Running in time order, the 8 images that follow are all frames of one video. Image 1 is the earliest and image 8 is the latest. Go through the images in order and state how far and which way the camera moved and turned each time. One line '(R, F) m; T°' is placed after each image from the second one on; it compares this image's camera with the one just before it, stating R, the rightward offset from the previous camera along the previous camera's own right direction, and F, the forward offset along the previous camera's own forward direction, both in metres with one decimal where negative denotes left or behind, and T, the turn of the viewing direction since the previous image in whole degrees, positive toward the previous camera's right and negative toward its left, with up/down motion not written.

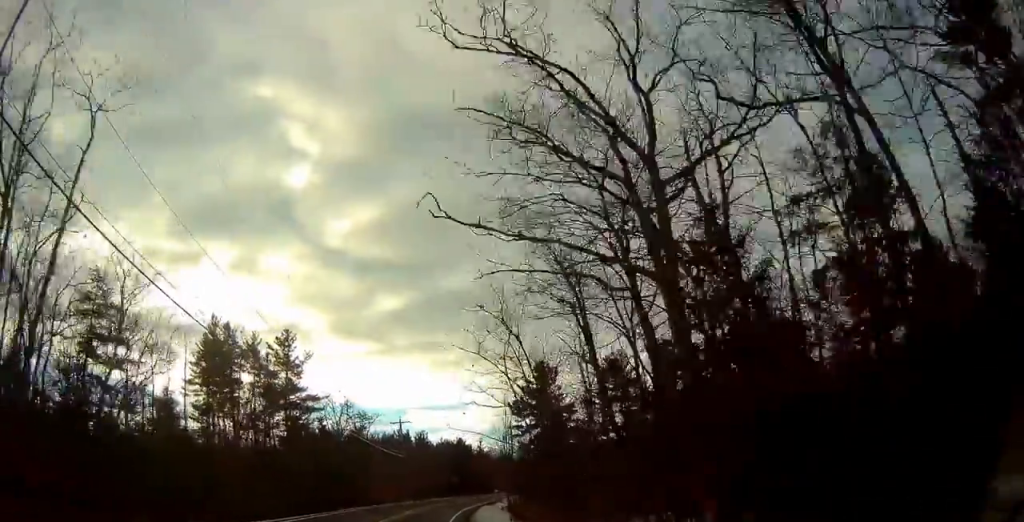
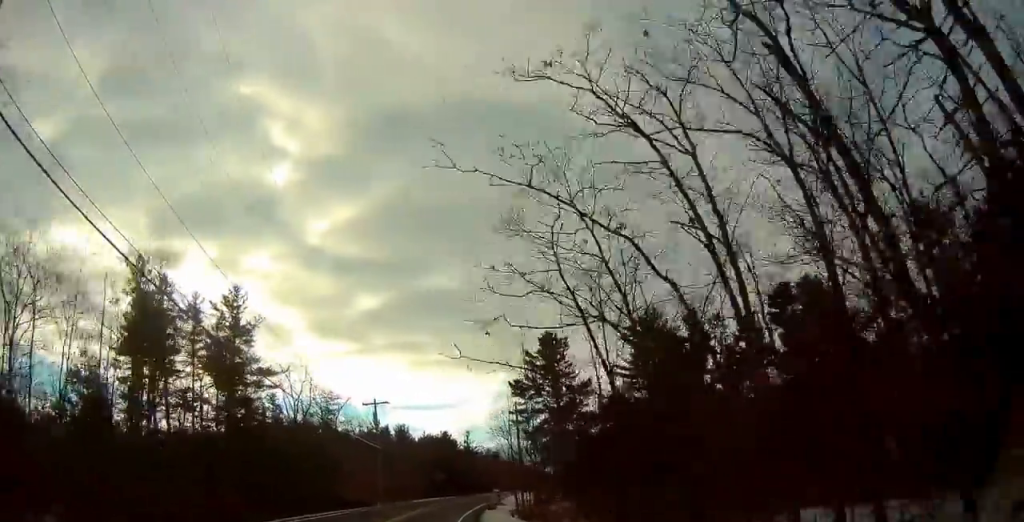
(0.0, +14.1) m; +1°
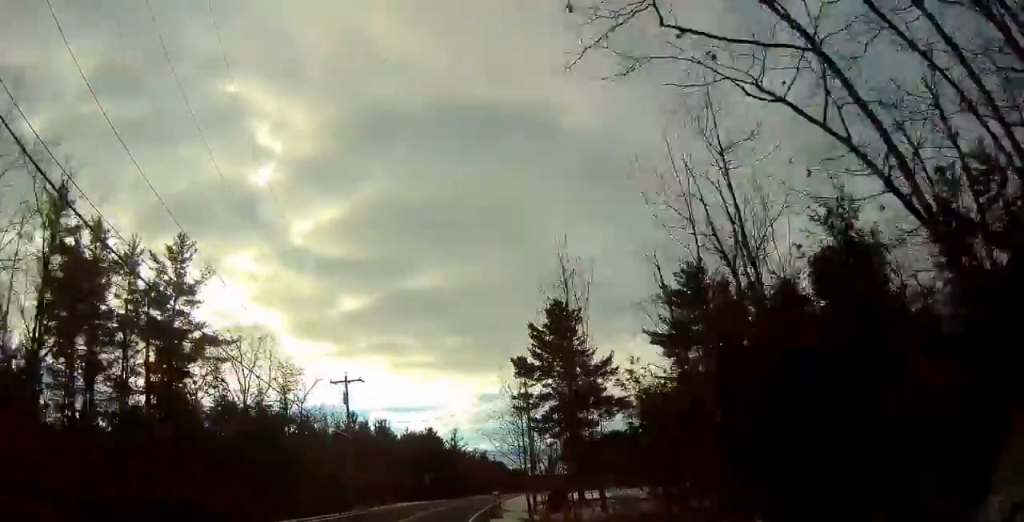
(-0.1, +11.1) m; +1°
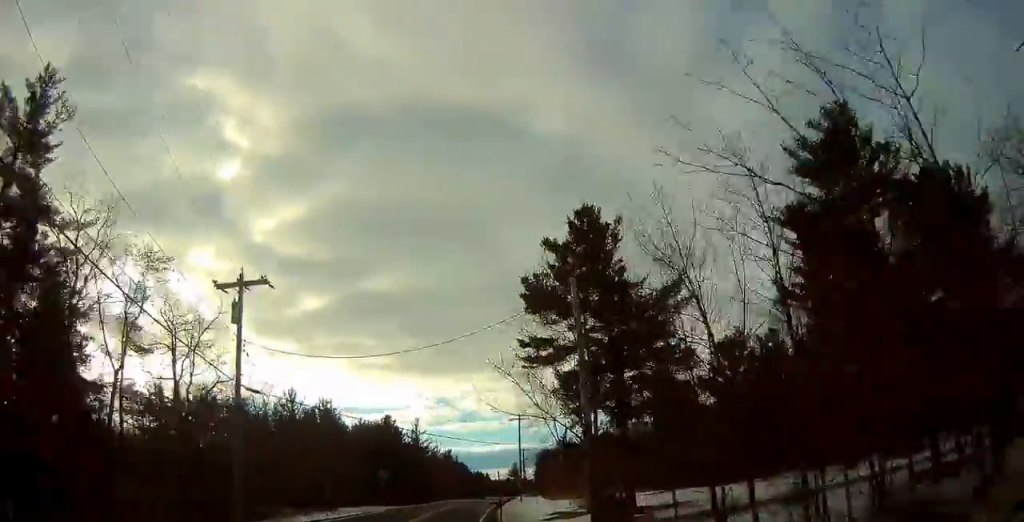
(+0.4, +19.3) m; +3°
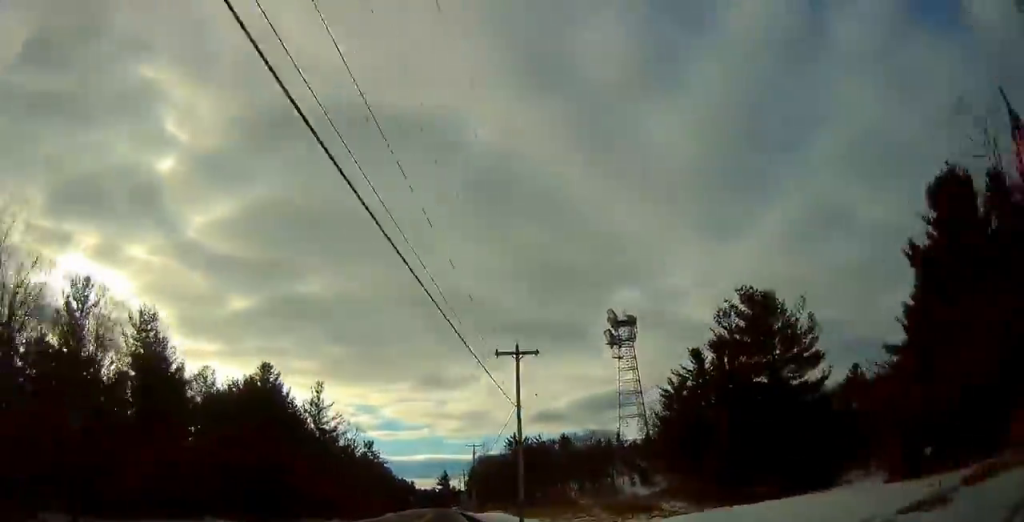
(+2.0, +36.1) m; +7°
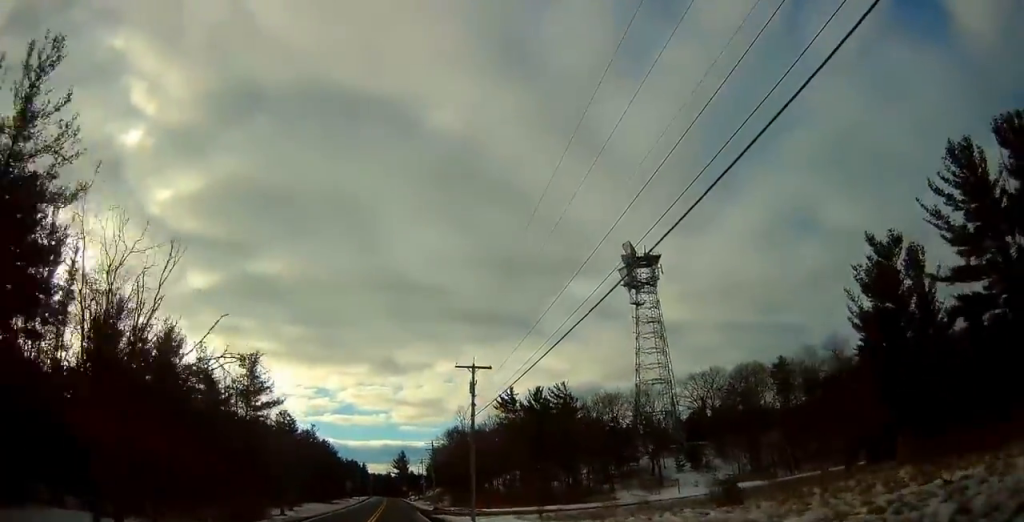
(+3.6, +47.9) m; +8°
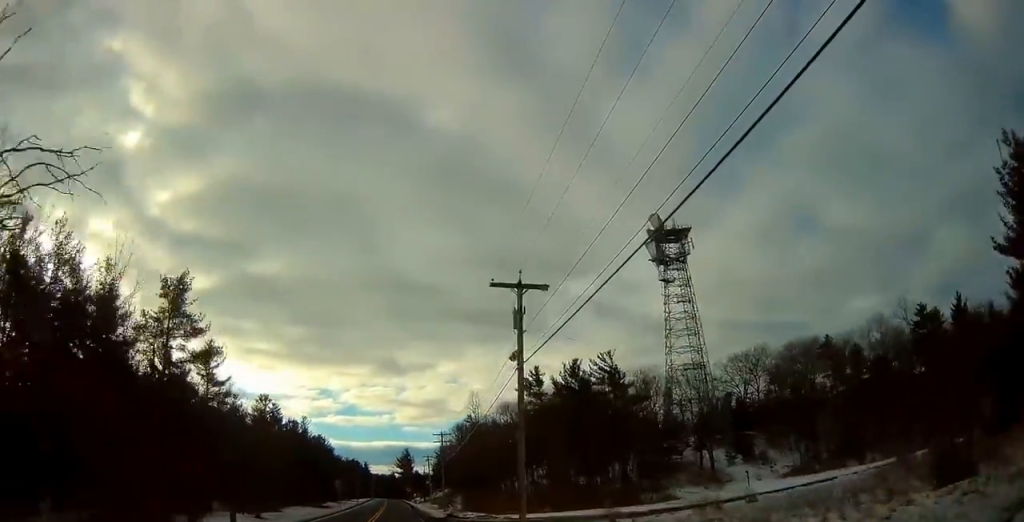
(+0.4, +15.4) m; +1°
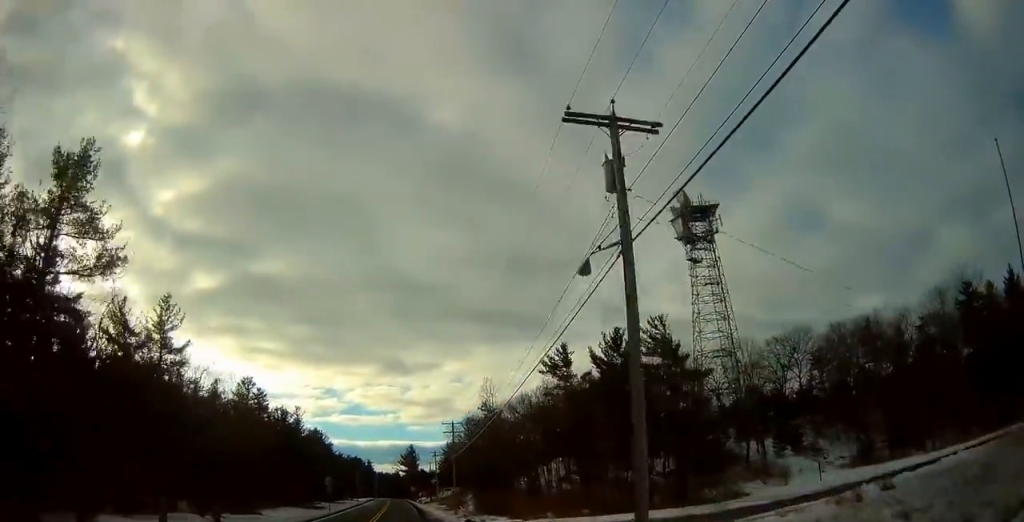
(+0.1, +11.2) m; 0°
